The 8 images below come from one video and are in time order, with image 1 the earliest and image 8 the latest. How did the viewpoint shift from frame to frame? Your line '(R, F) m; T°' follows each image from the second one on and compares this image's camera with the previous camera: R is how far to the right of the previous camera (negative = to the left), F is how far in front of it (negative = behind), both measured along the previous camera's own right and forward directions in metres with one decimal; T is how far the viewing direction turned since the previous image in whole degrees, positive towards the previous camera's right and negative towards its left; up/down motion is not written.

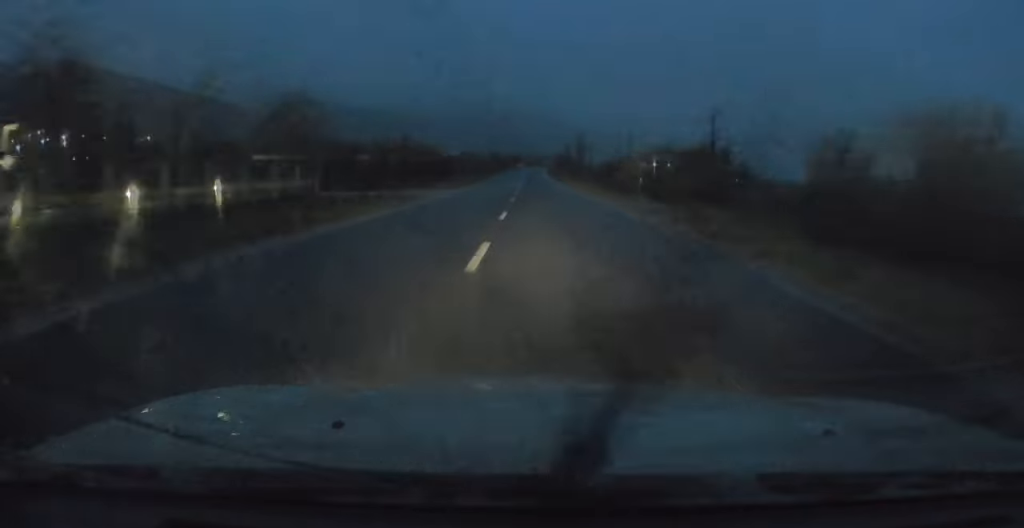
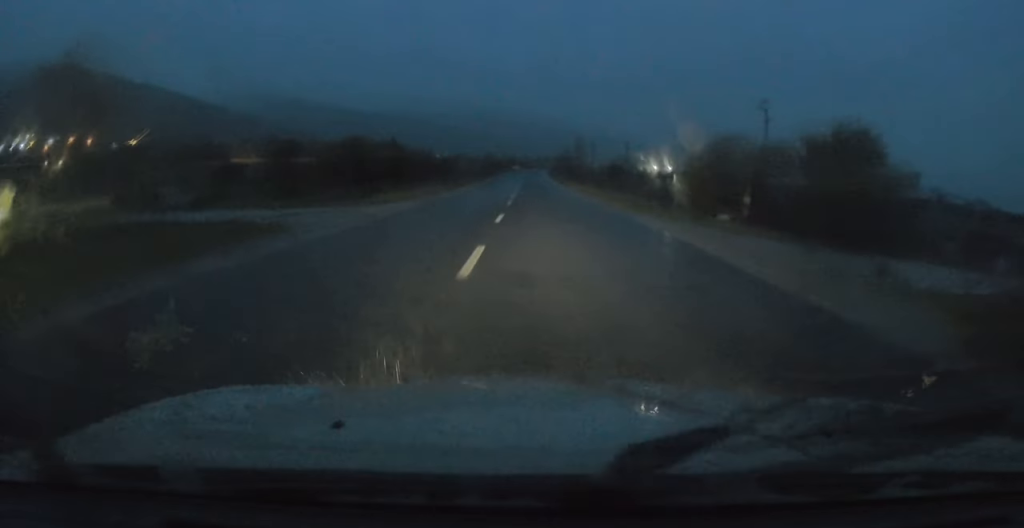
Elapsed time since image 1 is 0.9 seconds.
(-0.1, +17.8) m; -1°
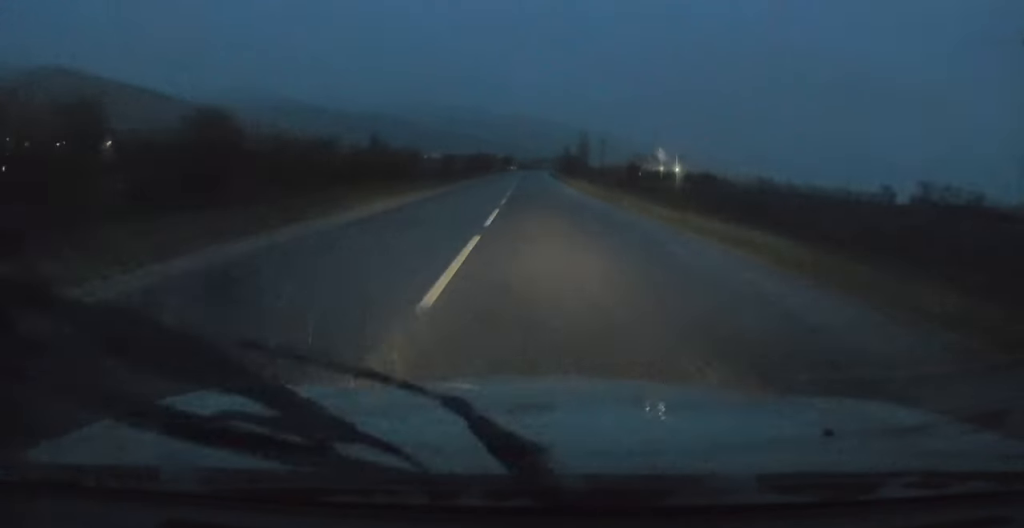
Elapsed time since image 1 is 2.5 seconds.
(-0.2, +34.0) m; +1°
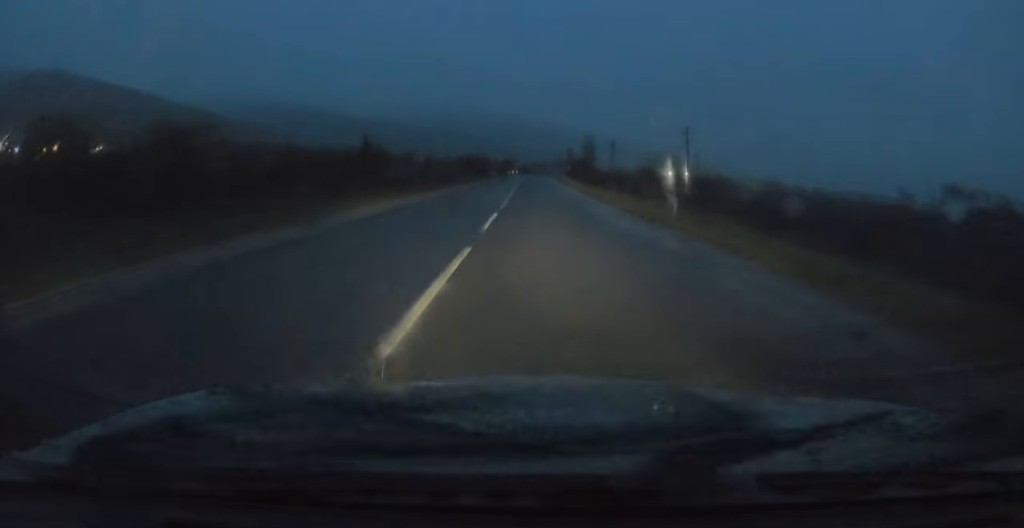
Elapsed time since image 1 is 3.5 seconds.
(+0.3, +19.0) m; 0°
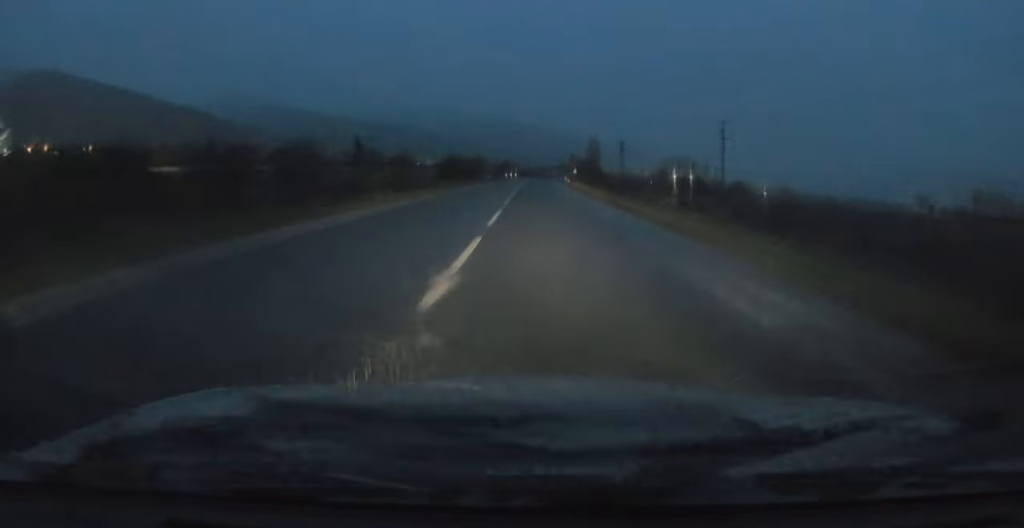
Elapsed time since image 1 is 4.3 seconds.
(-0.3, +16.3) m; -1°
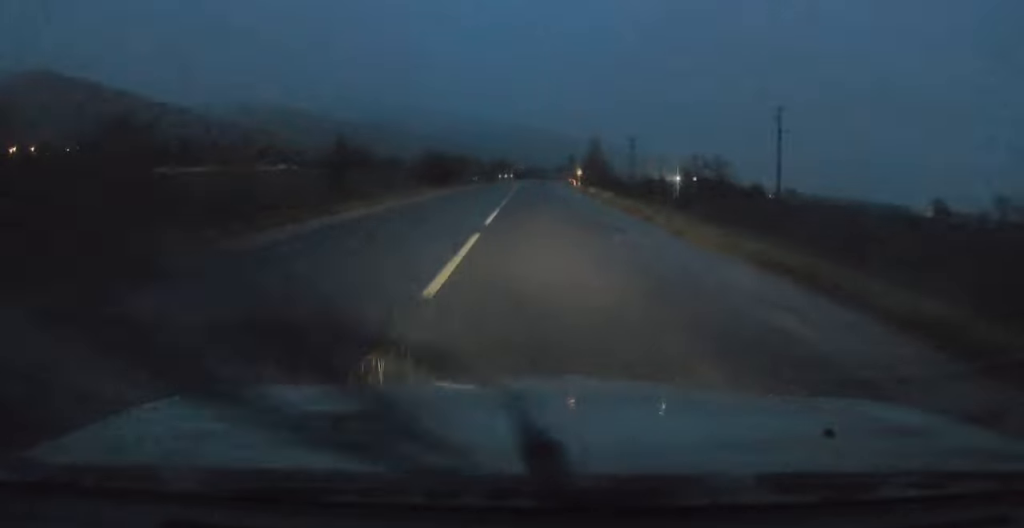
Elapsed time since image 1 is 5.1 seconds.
(-0.1, +17.0) m; +1°
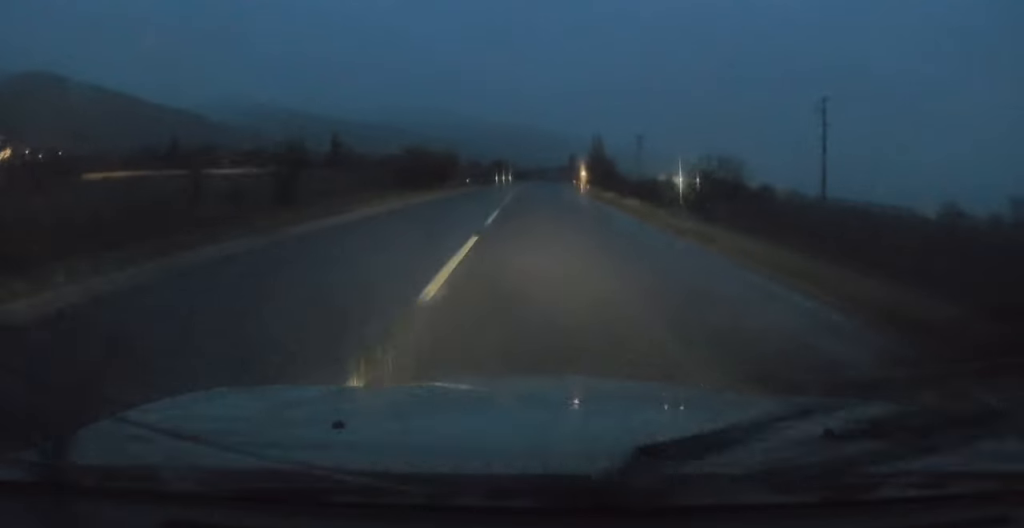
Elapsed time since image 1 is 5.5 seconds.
(0.0, +8.8) m; +1°
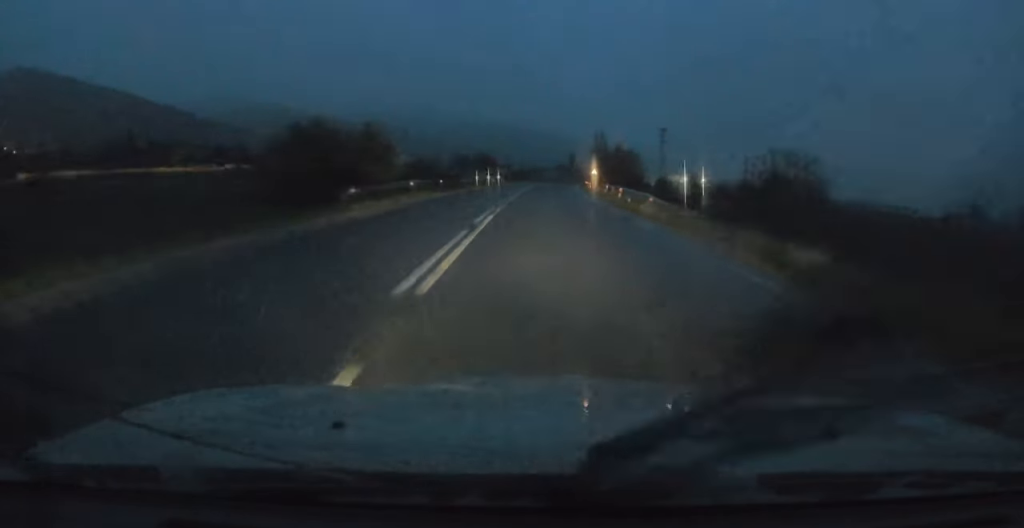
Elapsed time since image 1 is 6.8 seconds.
(+0.5, +25.5) m; +1°
